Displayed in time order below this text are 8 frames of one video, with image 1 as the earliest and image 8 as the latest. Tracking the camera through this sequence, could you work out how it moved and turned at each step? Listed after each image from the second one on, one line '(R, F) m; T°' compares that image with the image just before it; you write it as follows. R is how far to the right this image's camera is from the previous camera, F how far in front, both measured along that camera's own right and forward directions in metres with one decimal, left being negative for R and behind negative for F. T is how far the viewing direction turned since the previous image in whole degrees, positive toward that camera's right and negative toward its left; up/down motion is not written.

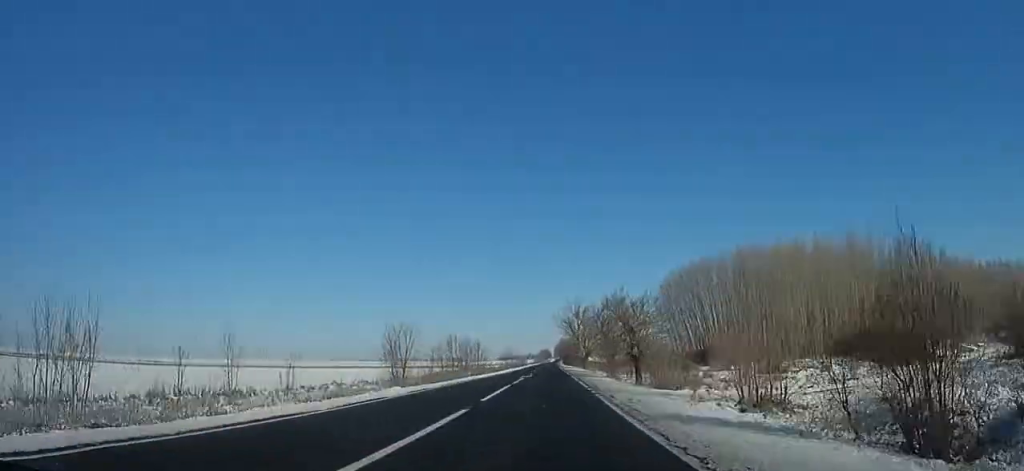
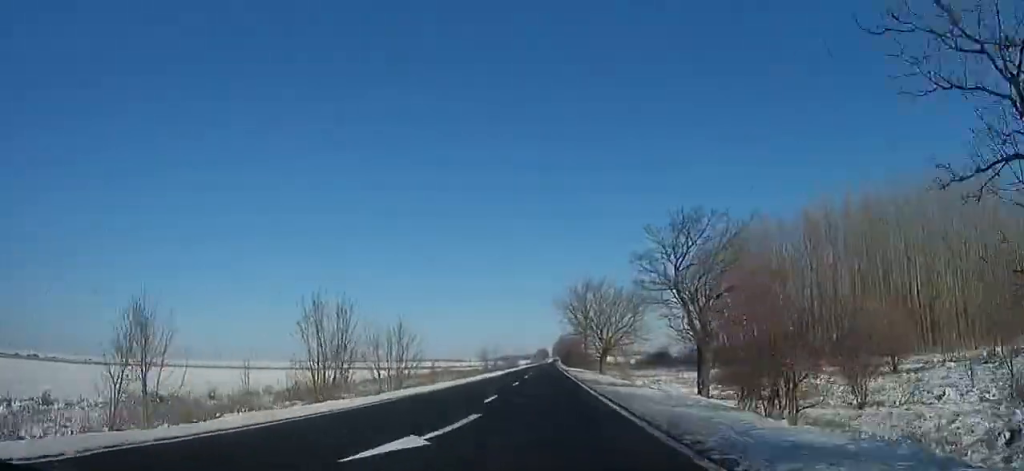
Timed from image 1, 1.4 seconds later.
(0.0, +26.7) m; 0°
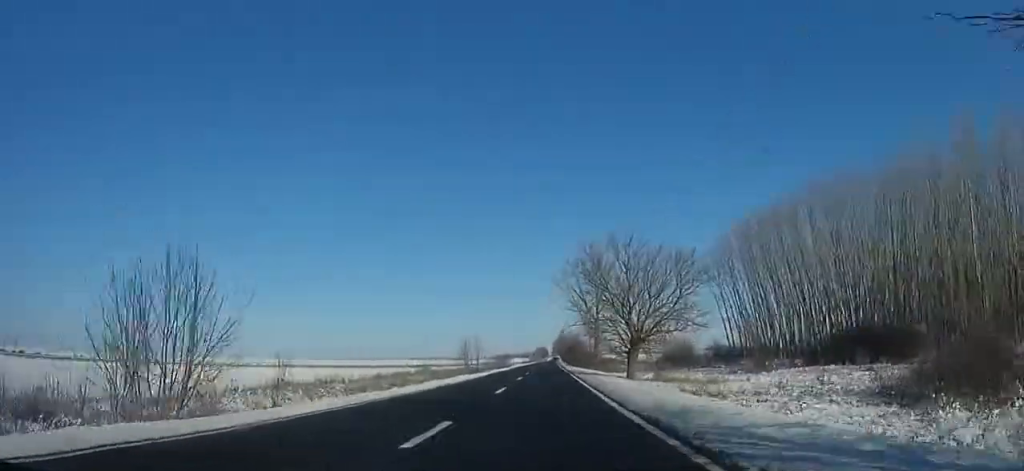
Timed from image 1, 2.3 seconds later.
(0.0, +17.5) m; 0°
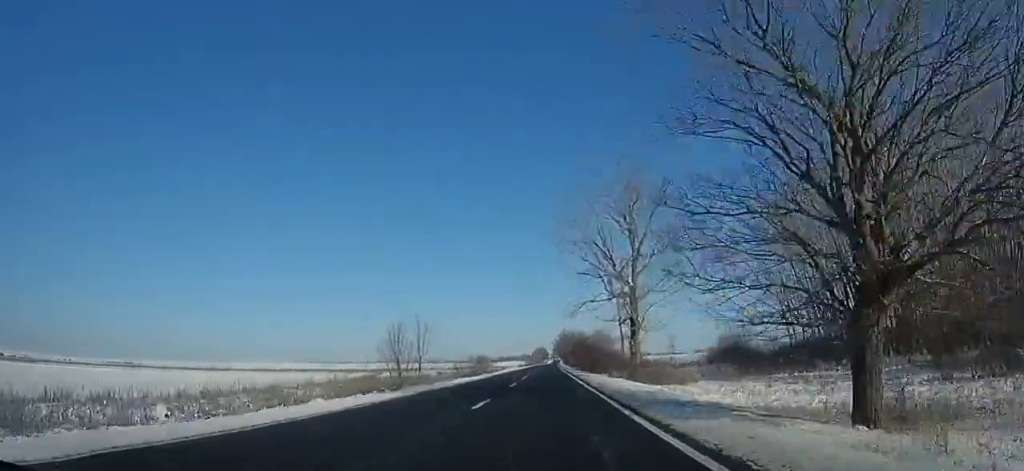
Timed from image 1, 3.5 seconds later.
(0.0, +28.4) m; 0°
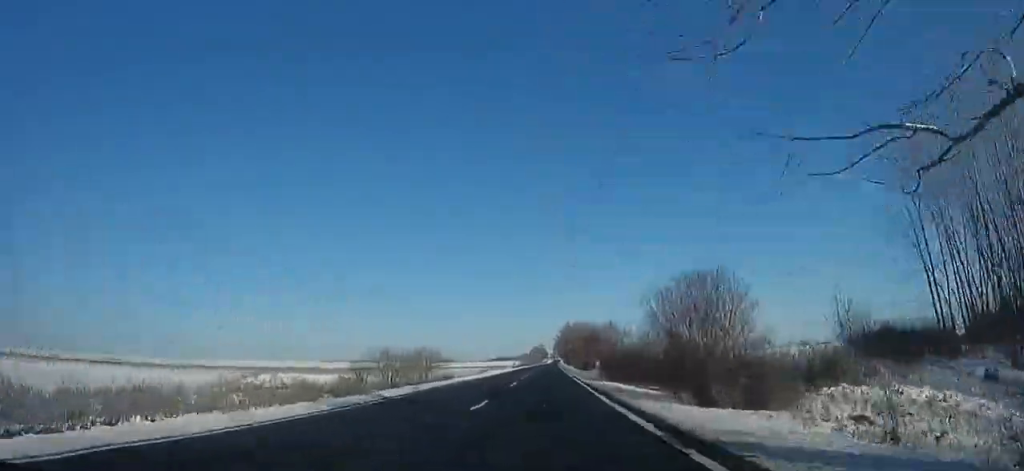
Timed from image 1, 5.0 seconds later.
(0.0, +40.4) m; 0°
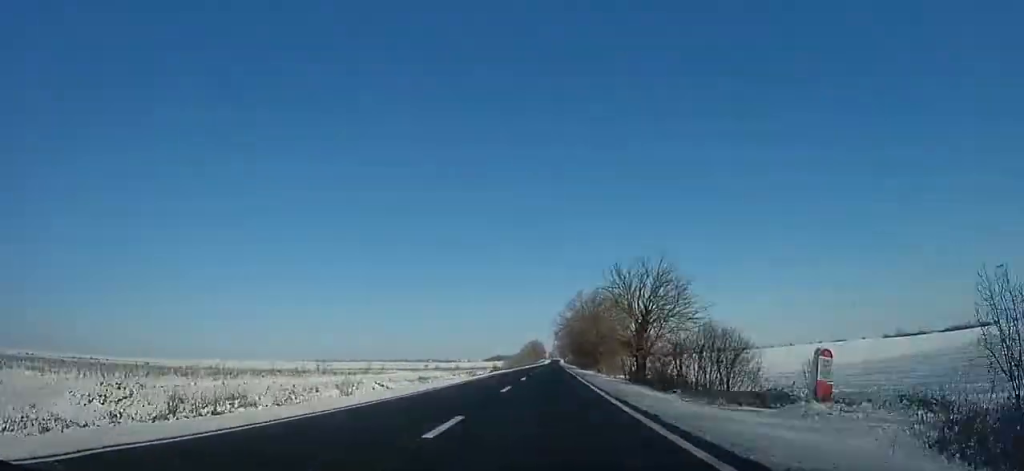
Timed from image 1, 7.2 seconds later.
(-0.1, +64.7) m; 0°
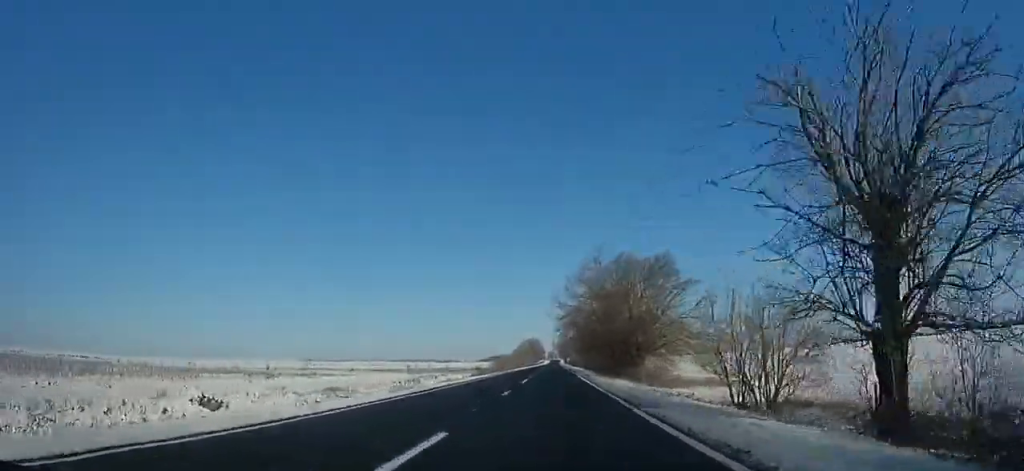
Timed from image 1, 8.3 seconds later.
(-0.4, +34.2) m; 0°
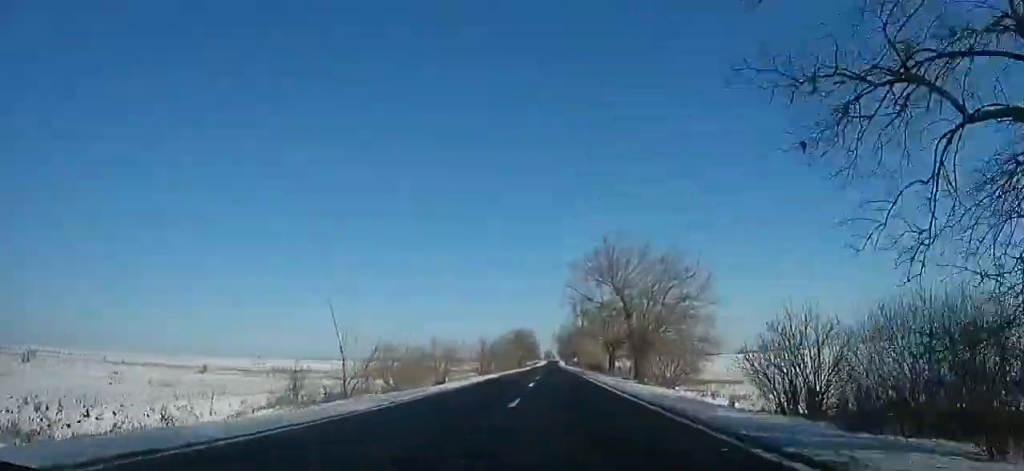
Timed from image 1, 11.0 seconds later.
(+1.5, +88.1) m; +2°
